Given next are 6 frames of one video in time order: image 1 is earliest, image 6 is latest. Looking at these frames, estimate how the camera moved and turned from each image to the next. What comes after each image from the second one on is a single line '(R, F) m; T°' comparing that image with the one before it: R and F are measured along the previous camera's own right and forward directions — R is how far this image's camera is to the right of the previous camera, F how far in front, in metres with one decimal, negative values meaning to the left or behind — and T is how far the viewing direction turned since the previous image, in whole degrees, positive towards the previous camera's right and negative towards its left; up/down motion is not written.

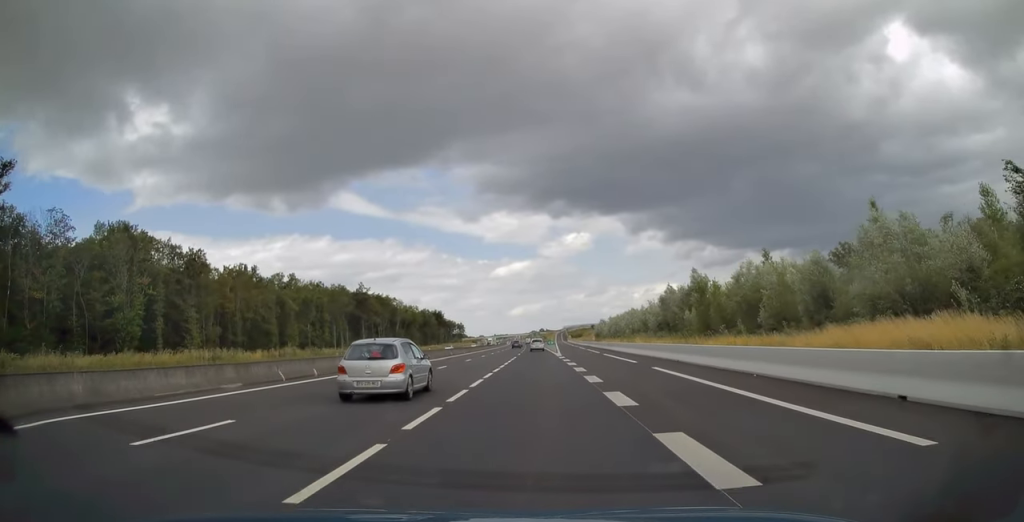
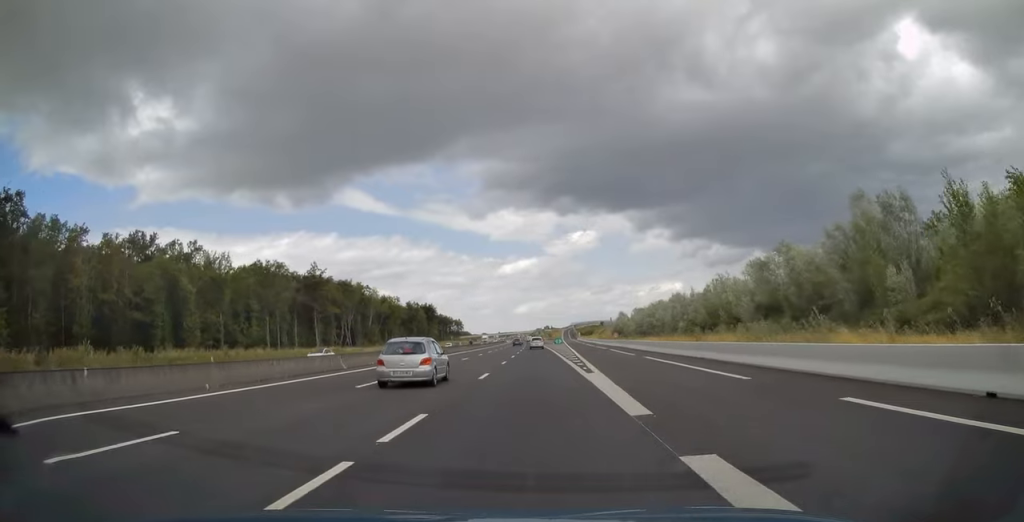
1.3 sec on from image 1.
(-0.1, +40.8) m; 0°
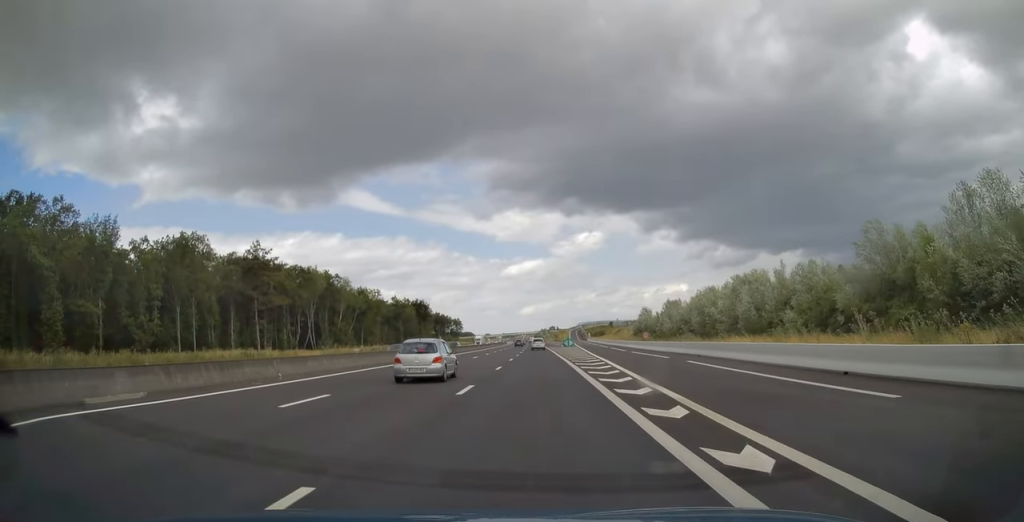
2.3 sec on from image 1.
(-0.1, +33.0) m; 0°
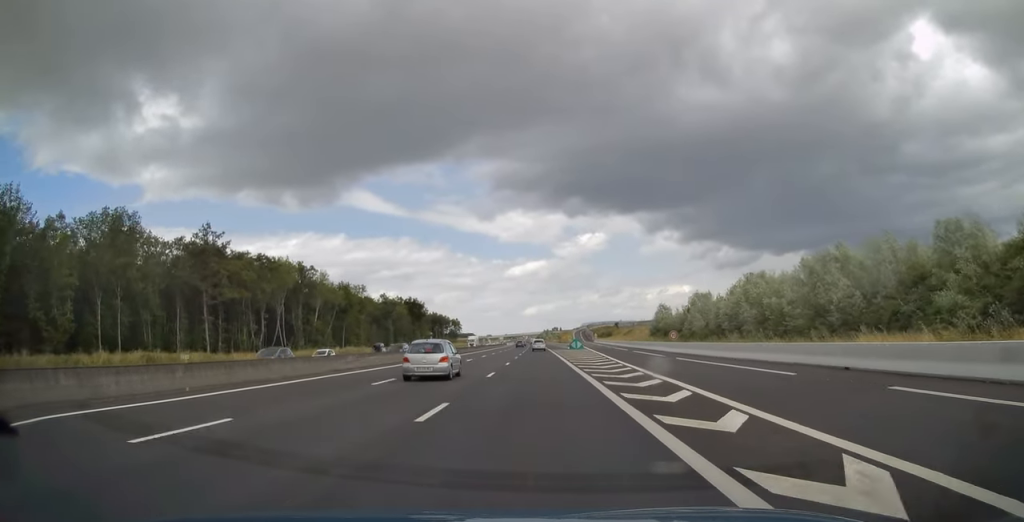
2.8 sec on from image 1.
(0.0, +19.6) m; 0°
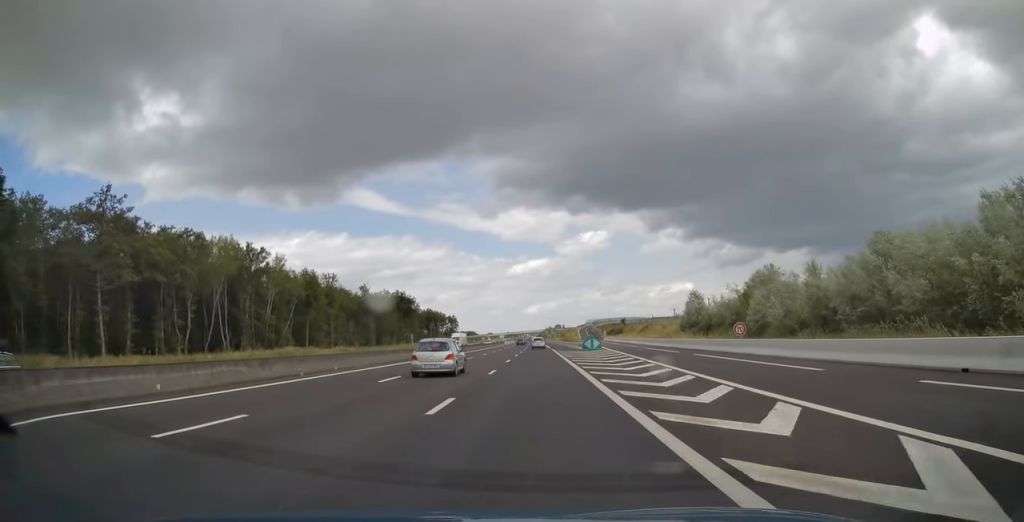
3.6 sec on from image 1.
(-0.1, +27.1) m; 0°
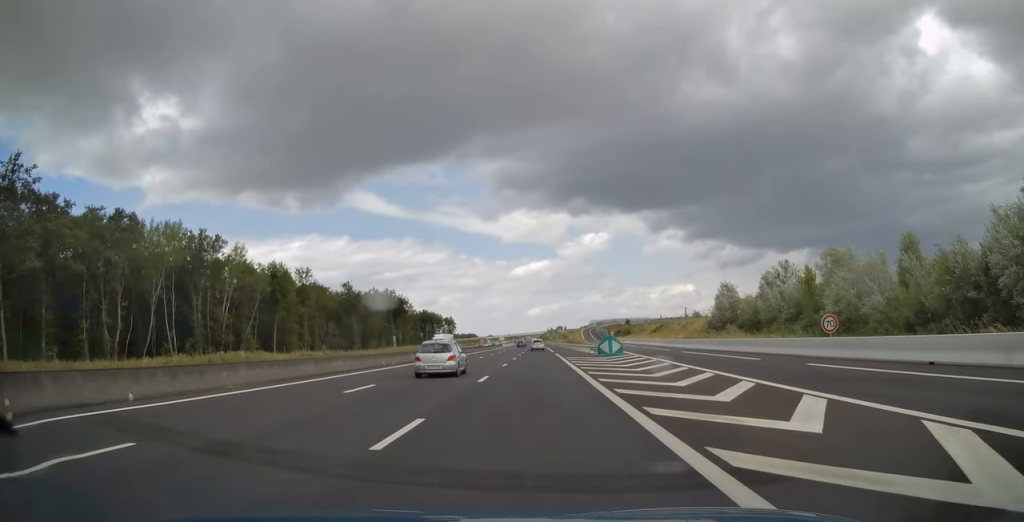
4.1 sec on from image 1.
(0.0, +15.3) m; 0°
